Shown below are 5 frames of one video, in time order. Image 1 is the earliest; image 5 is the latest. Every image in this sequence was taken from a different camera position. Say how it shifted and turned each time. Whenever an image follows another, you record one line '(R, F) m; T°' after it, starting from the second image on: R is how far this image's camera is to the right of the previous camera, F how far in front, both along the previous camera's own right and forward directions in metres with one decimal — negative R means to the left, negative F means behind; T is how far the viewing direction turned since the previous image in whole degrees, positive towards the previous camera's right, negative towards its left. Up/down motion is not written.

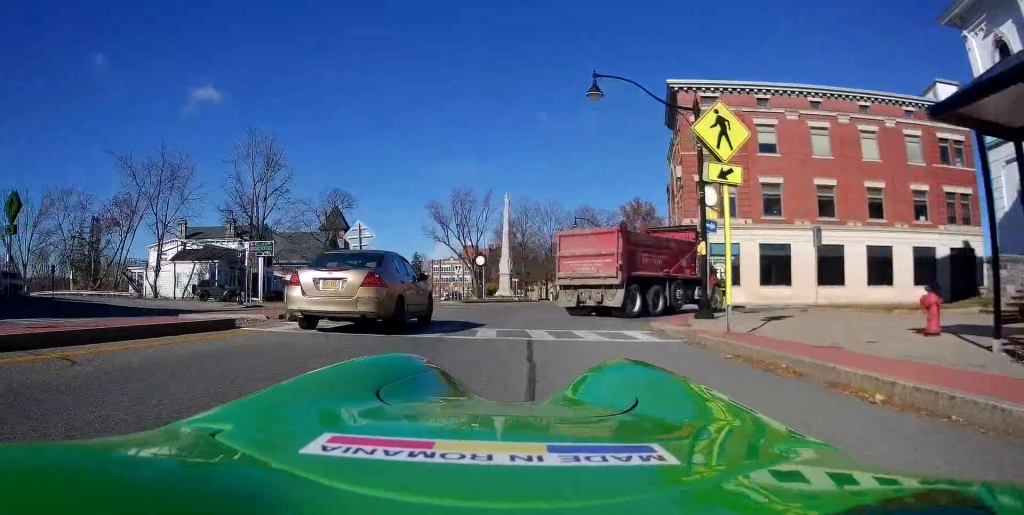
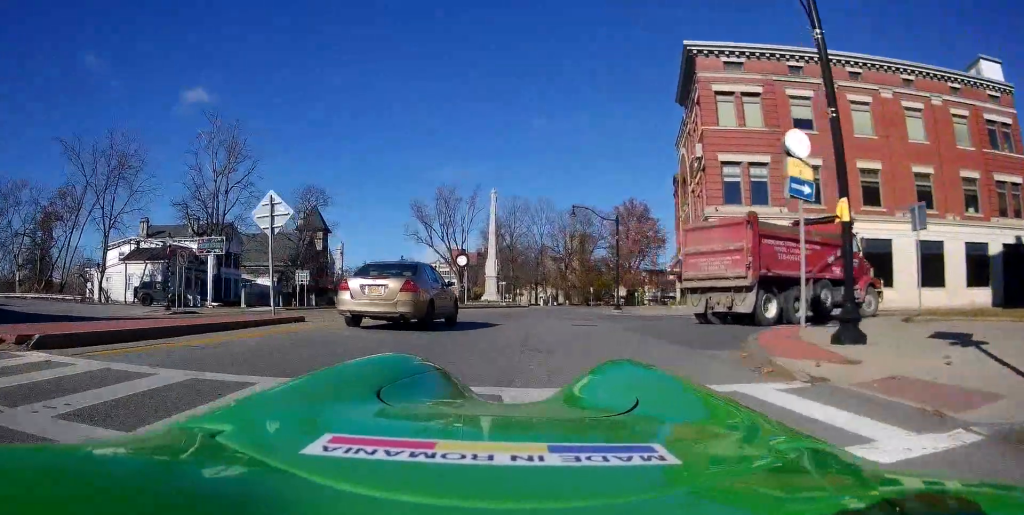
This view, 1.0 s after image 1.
(-0.1, +7.0) m; +1°
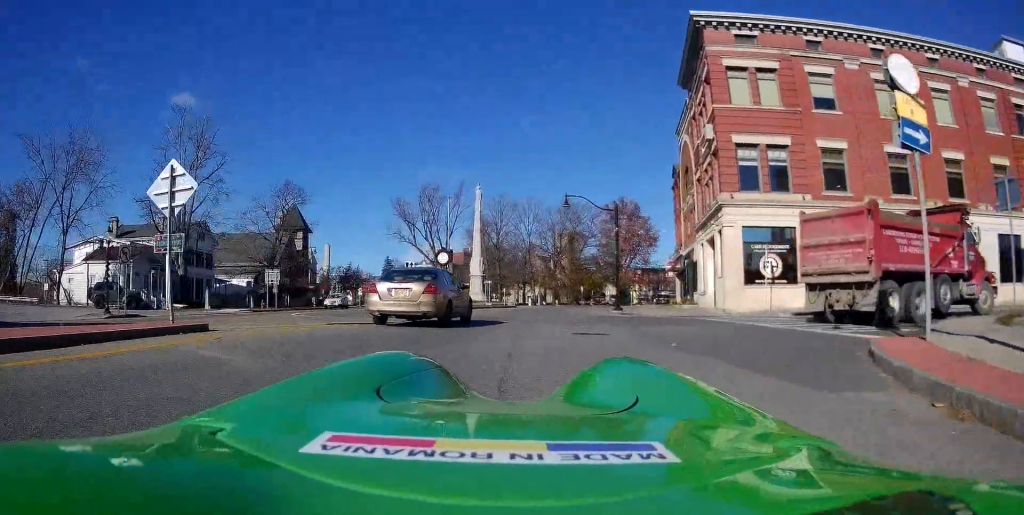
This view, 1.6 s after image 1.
(+0.1, +4.1) m; +1°
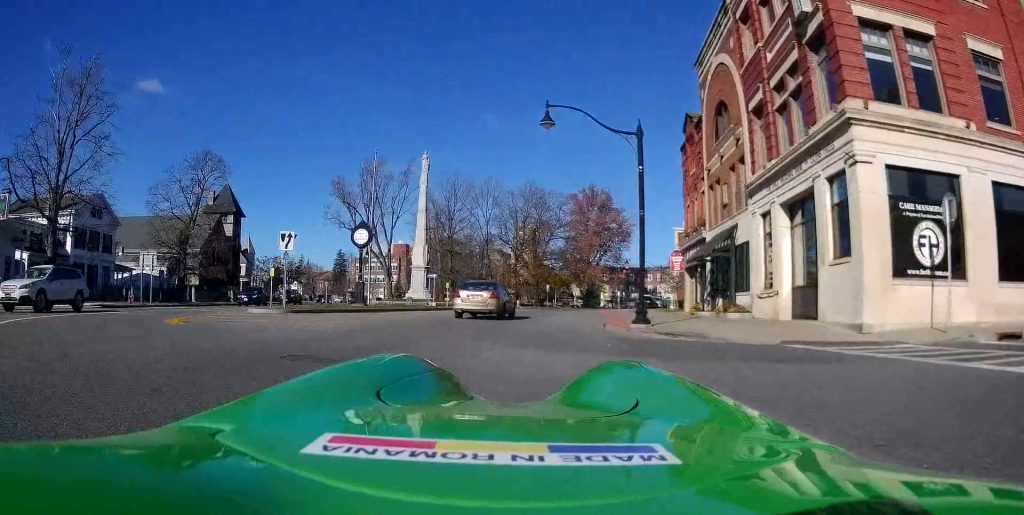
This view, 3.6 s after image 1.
(+0.5, +14.4) m; +3°
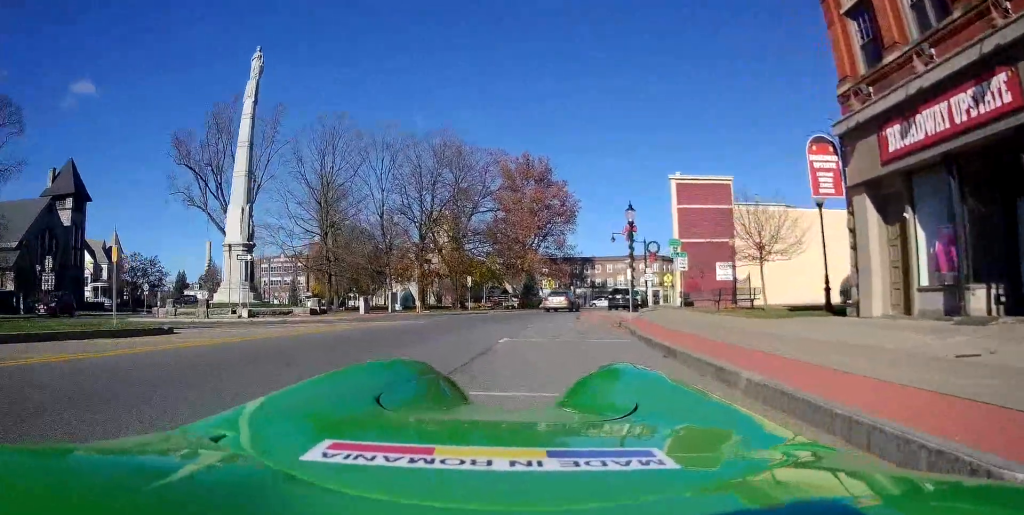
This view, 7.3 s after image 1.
(+3.6, +26.3) m; +8°
